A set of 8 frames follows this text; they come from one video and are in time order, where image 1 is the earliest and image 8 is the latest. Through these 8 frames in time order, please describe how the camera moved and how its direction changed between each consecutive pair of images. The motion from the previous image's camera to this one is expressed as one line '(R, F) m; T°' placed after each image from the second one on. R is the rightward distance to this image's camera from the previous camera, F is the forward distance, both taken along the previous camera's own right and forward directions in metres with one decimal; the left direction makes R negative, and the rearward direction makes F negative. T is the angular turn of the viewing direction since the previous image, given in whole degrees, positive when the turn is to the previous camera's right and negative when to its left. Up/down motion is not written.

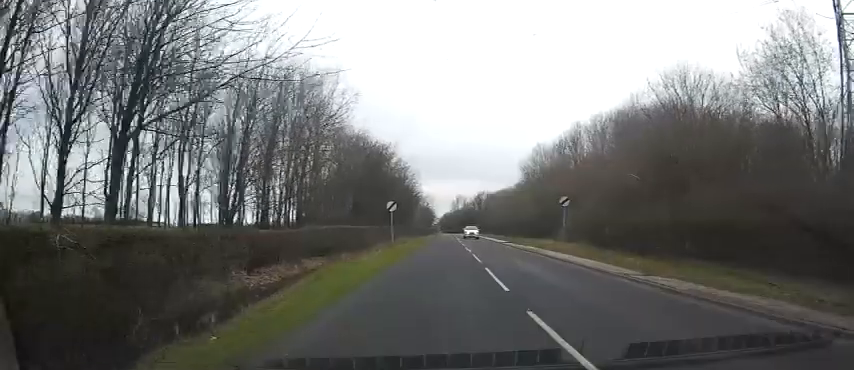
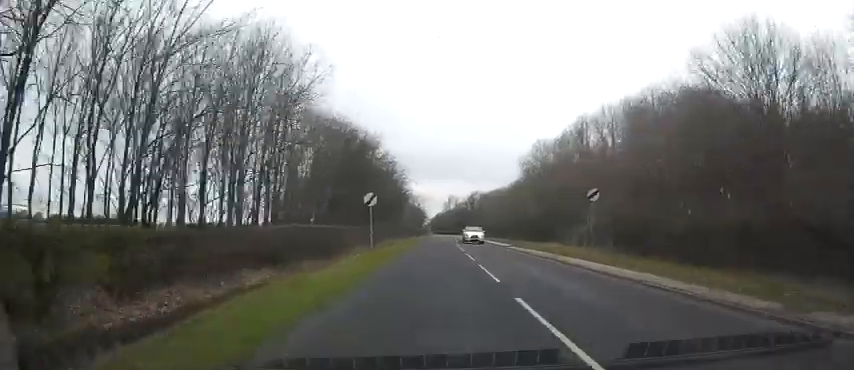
(+0.3, +6.8) m; +2°
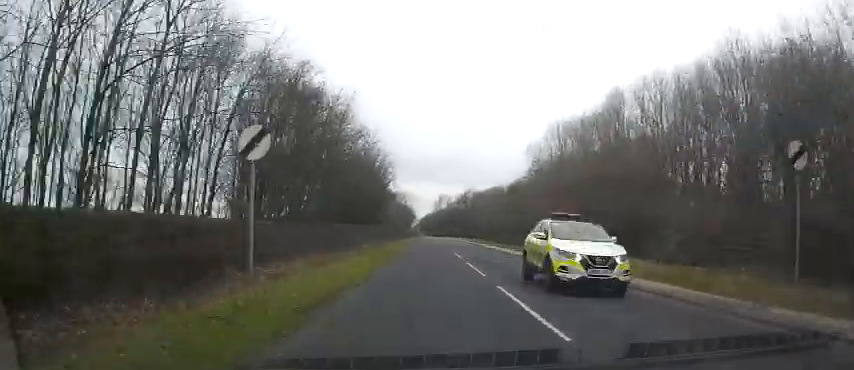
(+0.5, +15.3) m; +3°
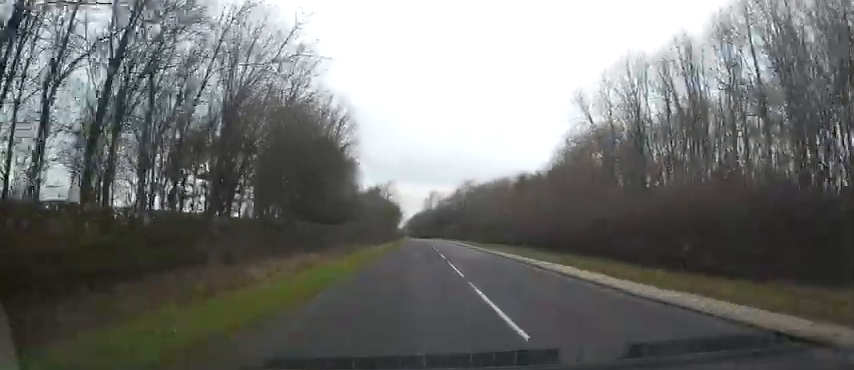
(+0.6, +26.0) m; +2°
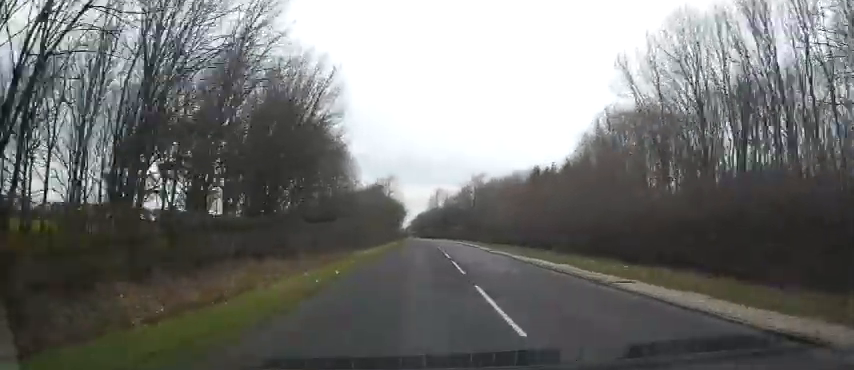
(0.0, +8.9) m; 0°
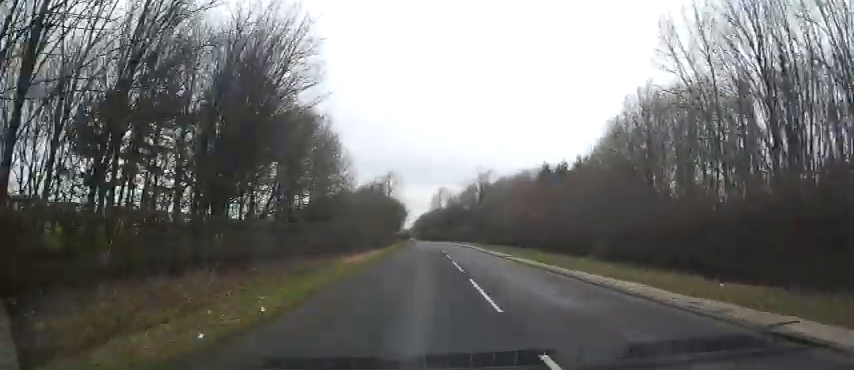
(0.0, +6.7) m; 0°
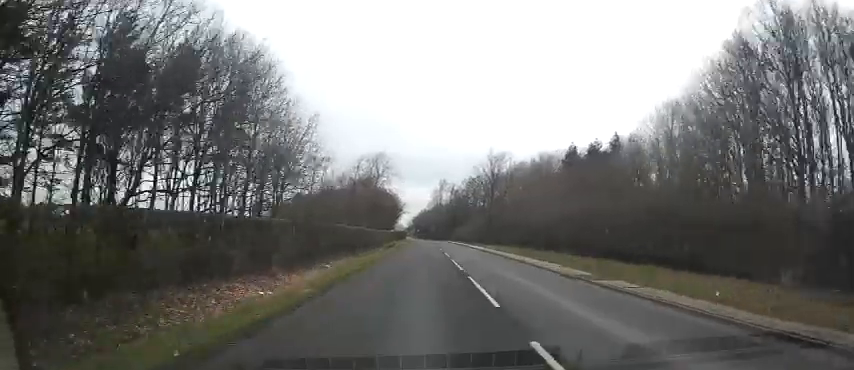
(0.0, +16.6) m; 0°
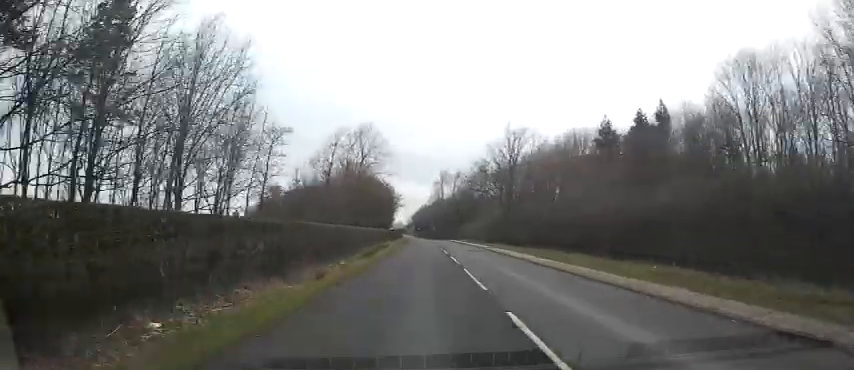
(0.0, +15.2) m; 0°
